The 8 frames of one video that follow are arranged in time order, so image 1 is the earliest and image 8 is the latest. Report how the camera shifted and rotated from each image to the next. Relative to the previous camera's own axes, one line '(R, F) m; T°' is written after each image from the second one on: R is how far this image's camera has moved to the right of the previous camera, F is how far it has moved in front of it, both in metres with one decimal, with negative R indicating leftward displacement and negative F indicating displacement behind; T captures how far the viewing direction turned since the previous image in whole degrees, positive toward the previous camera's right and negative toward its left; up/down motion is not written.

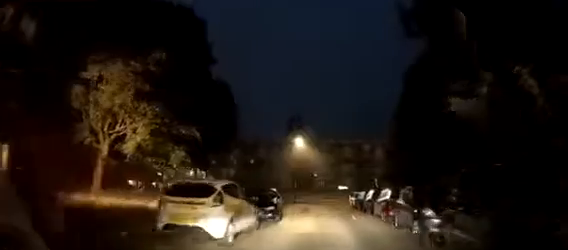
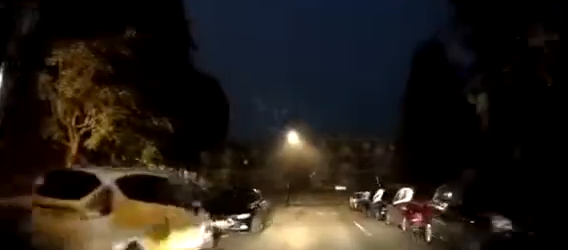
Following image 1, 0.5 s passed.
(+0.1, +2.9) m; -2°
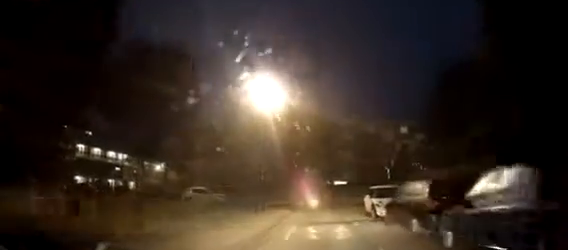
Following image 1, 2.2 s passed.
(-0.2, +9.0) m; +6°
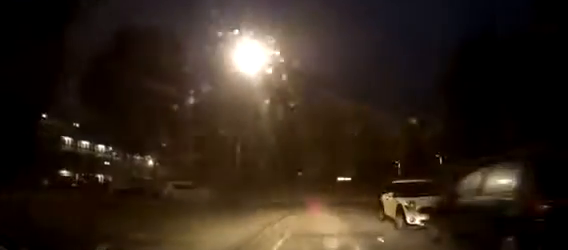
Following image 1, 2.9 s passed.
(+0.2, +3.6) m; +6°
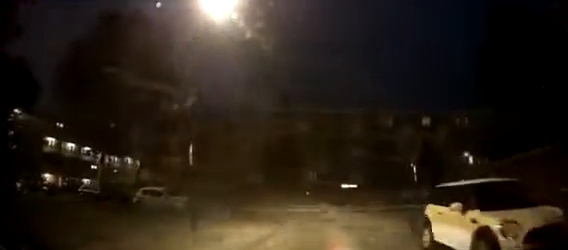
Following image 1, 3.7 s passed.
(+0.4, +4.4) m; +5°
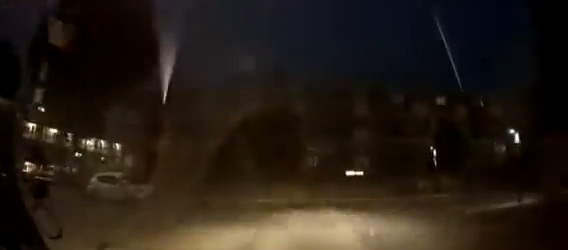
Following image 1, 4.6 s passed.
(0.0, +5.0) m; 0°
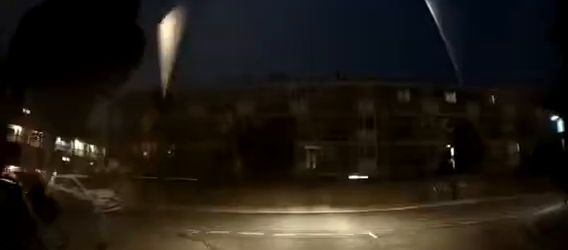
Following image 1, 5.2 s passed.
(0.0, +3.6) m; 0°
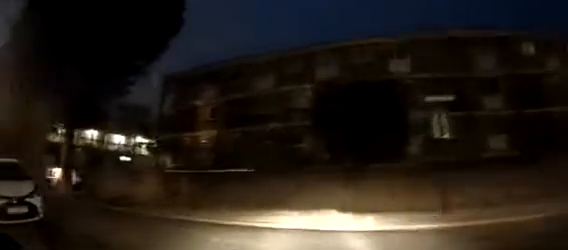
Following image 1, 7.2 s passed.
(0.0, +10.2) m; 0°
